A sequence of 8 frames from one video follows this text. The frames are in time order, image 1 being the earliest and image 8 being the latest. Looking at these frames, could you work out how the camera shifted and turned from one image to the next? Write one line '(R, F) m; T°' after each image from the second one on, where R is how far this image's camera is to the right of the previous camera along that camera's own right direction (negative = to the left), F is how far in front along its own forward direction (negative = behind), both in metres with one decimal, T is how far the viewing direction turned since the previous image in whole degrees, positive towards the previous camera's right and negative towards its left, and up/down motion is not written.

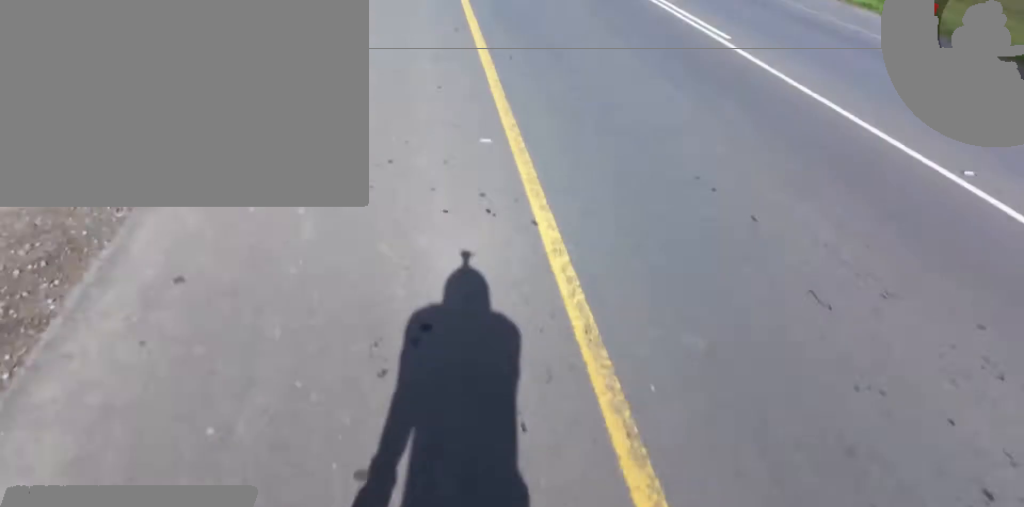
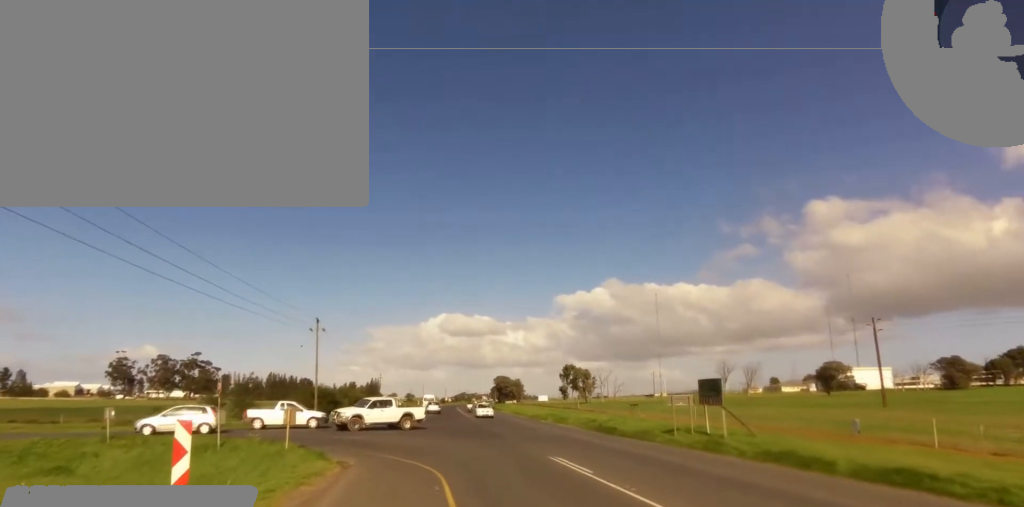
(+1.5, +17.2) m; +2°
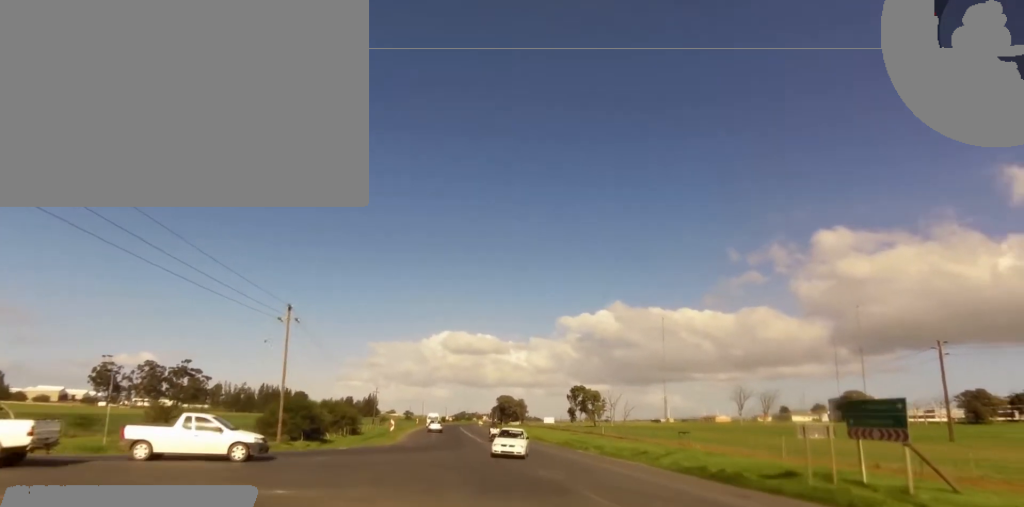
(-0.8, +14.1) m; -3°
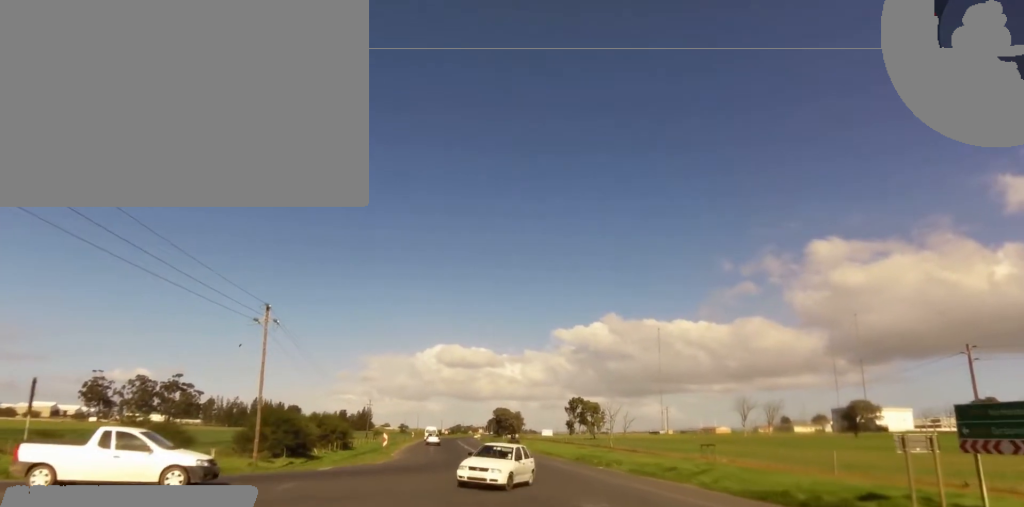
(+0.2, +5.3) m; 0°
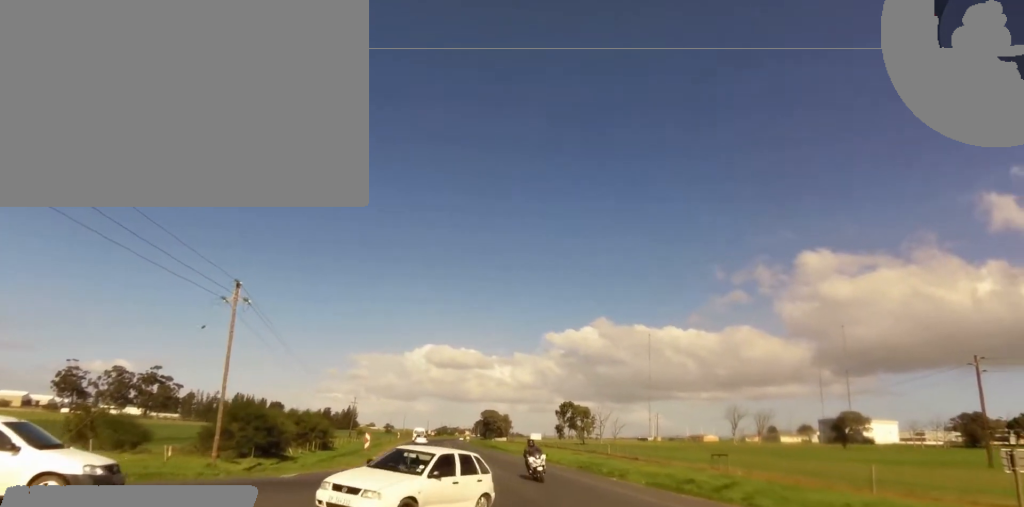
(-0.2, +4.6) m; -2°
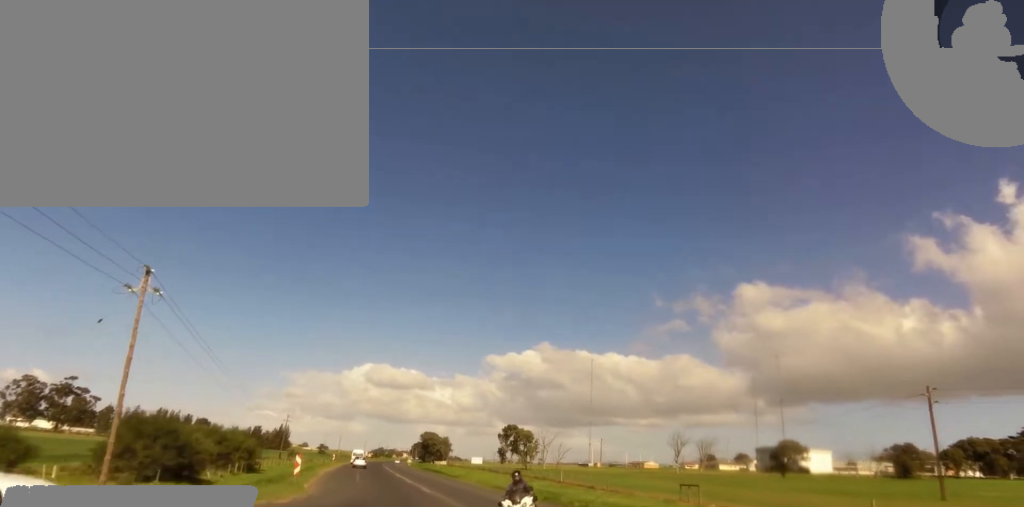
(-0.1, +5.1) m; -2°
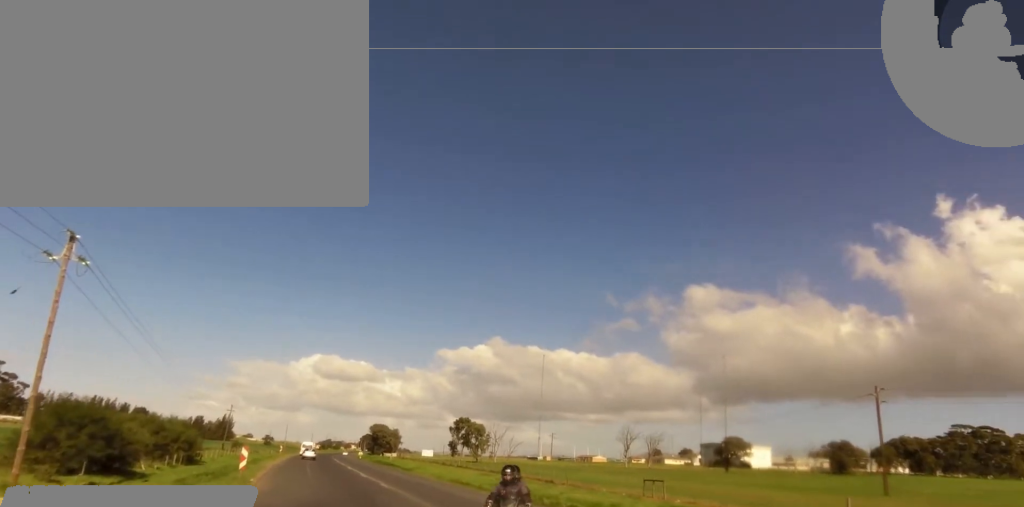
(0.0, +3.1) m; 0°
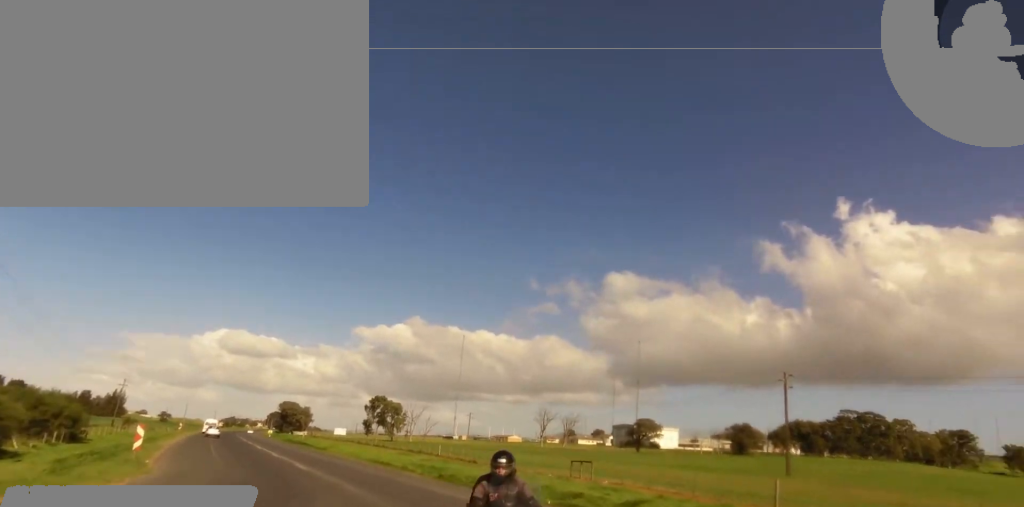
(0.0, +2.6) m; 0°
